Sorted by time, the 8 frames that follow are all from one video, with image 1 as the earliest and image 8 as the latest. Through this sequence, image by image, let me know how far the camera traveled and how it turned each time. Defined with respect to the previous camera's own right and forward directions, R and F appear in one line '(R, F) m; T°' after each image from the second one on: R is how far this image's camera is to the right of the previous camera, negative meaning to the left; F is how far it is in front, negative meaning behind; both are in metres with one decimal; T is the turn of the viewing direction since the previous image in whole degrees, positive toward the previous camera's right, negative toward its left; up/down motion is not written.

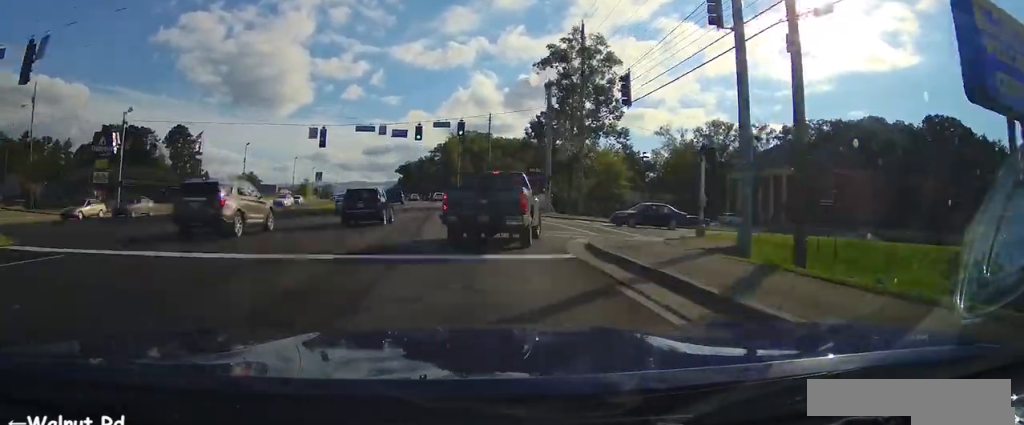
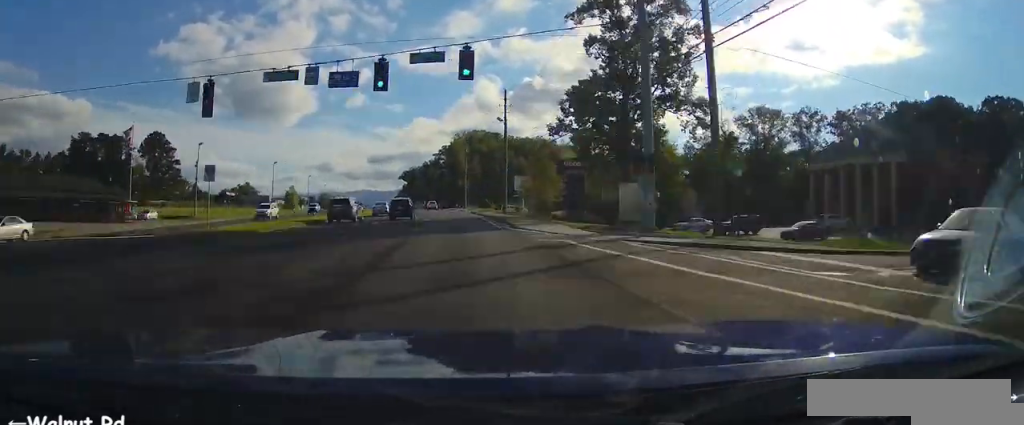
(+0.1, +33.4) m; -1°
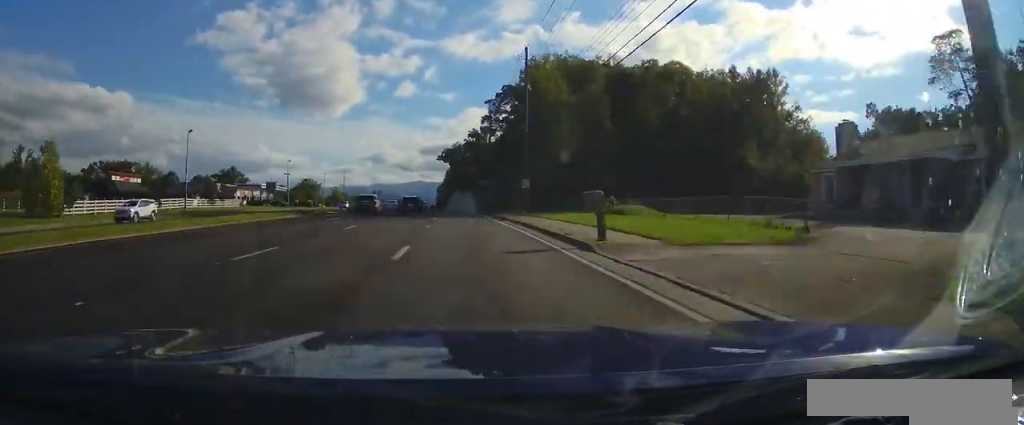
(-5.4, +111.8) m; -5°
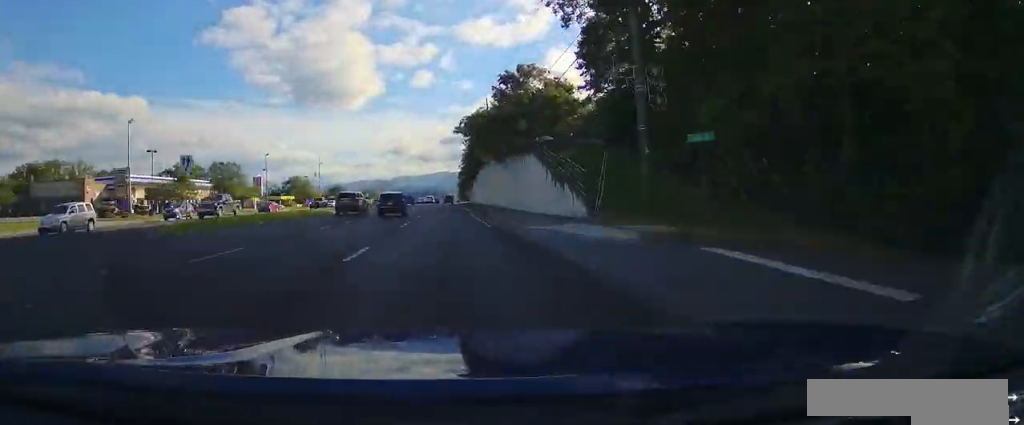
(-2.2, +71.1) m; -2°
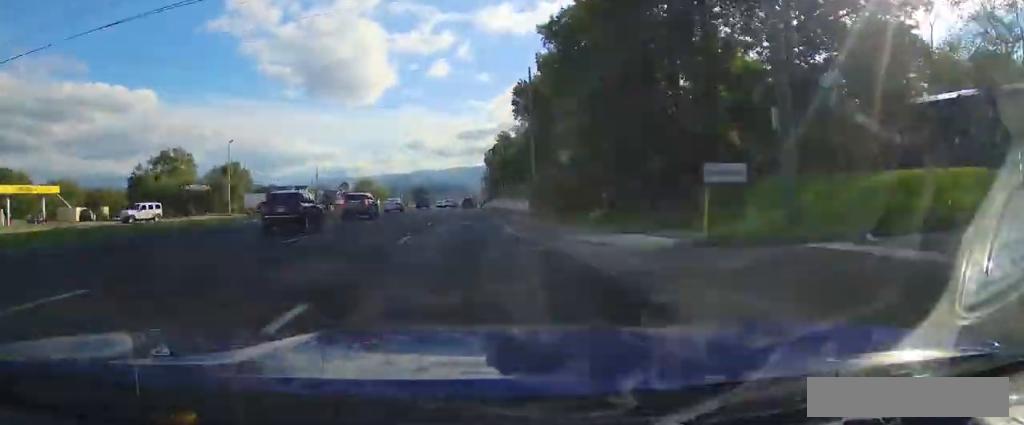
(-0.5, +144.0) m; 0°
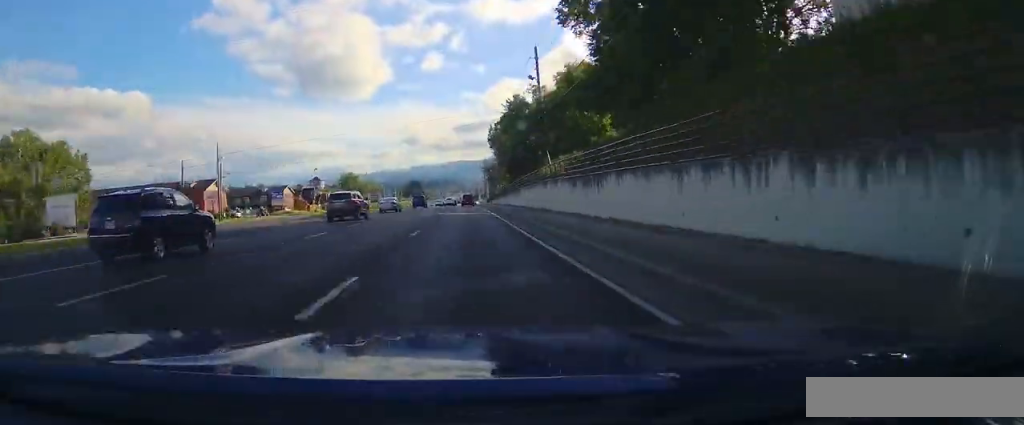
(-0.6, +59.5) m; 0°
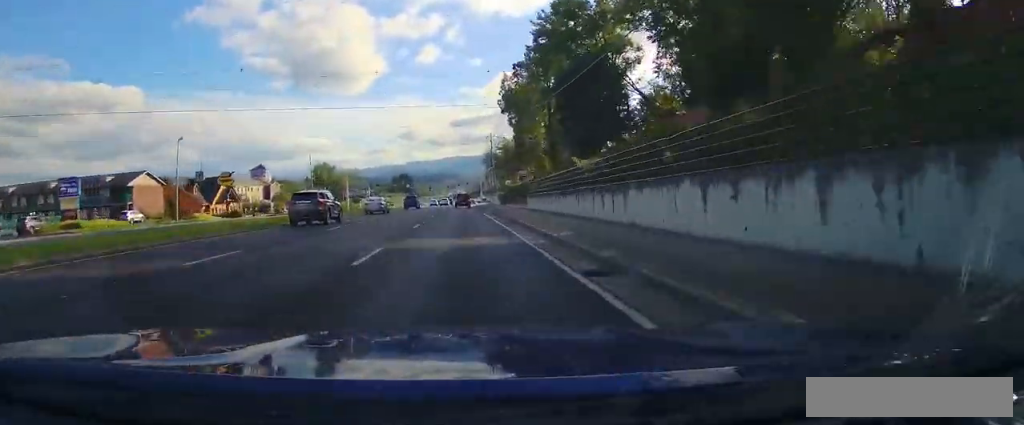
(+0.5, +69.0) m; 0°
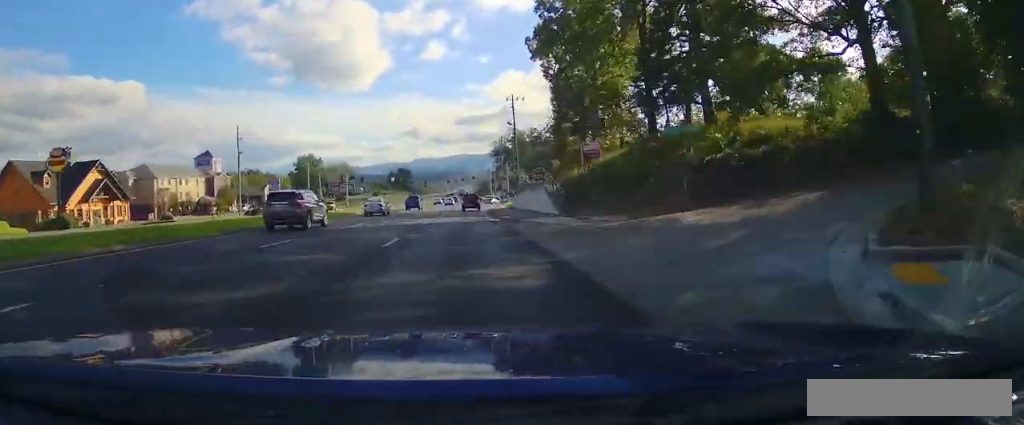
(-0.2, +44.6) m; 0°
